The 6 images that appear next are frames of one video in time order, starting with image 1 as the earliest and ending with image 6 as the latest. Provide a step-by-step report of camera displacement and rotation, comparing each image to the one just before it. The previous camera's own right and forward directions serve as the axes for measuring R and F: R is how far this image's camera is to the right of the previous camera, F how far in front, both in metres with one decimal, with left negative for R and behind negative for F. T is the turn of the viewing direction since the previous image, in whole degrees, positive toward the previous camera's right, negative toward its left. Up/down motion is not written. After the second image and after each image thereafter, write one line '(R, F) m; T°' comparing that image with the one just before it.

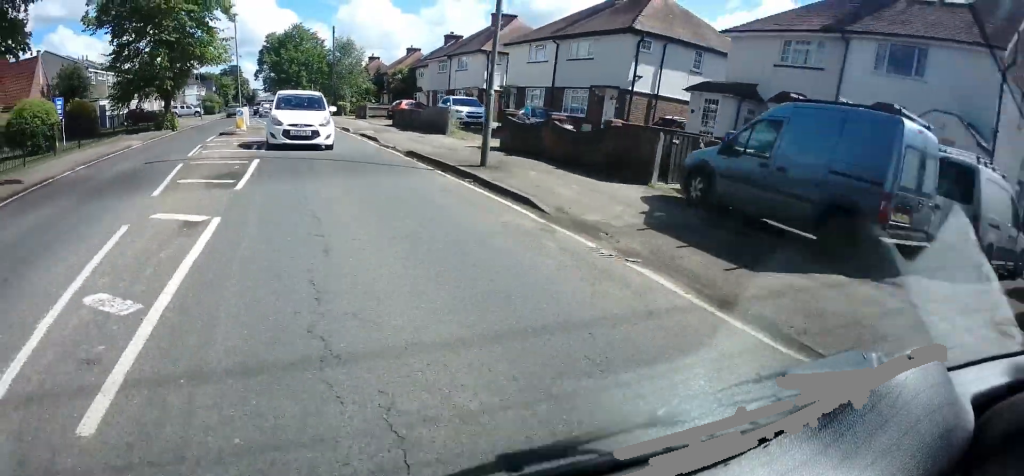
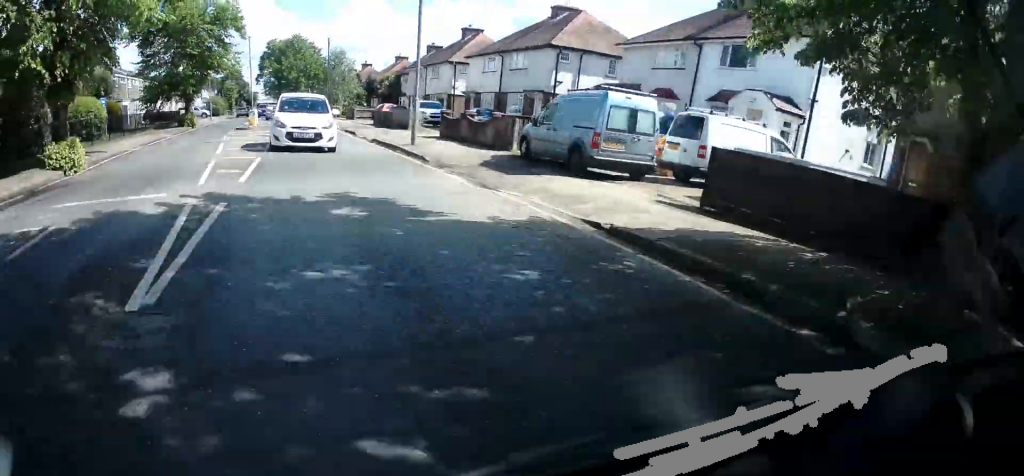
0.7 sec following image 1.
(+0.1, +7.0) m; 0°
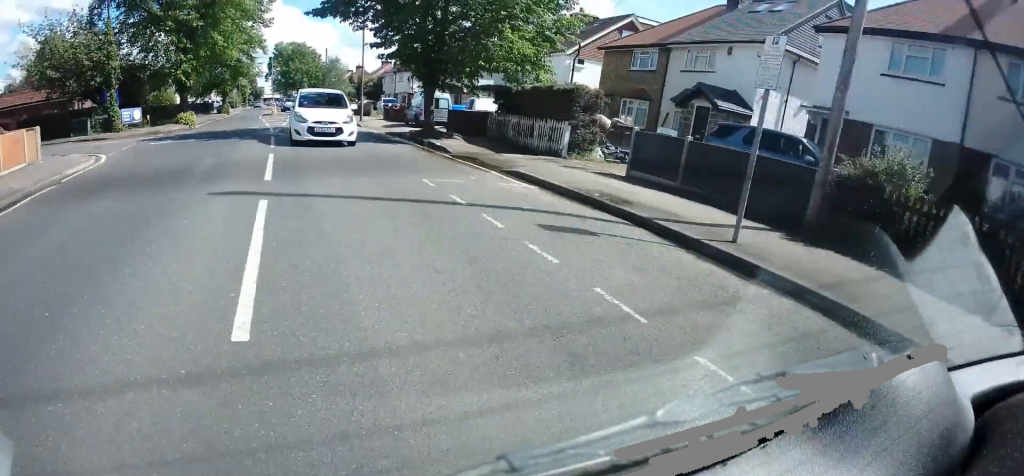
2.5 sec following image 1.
(-0.1, +18.2) m; 0°
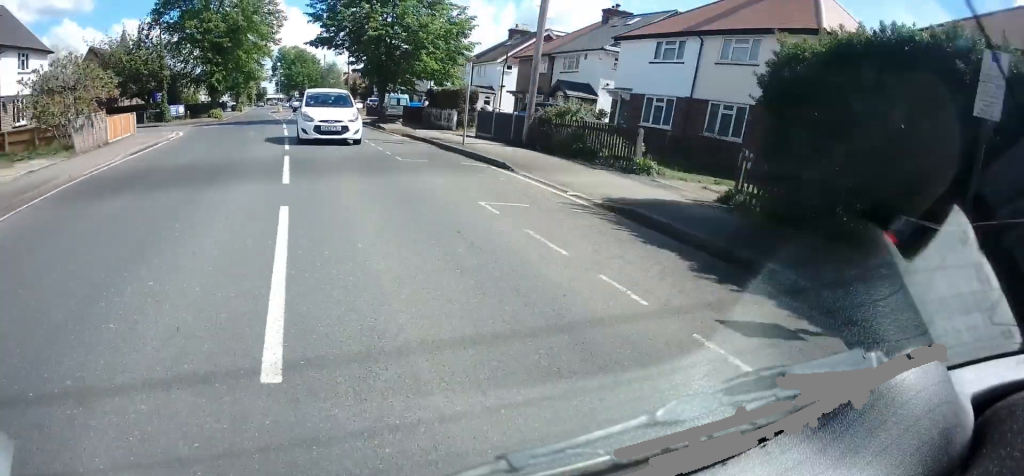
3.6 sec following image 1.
(0.0, +11.8) m; 0°
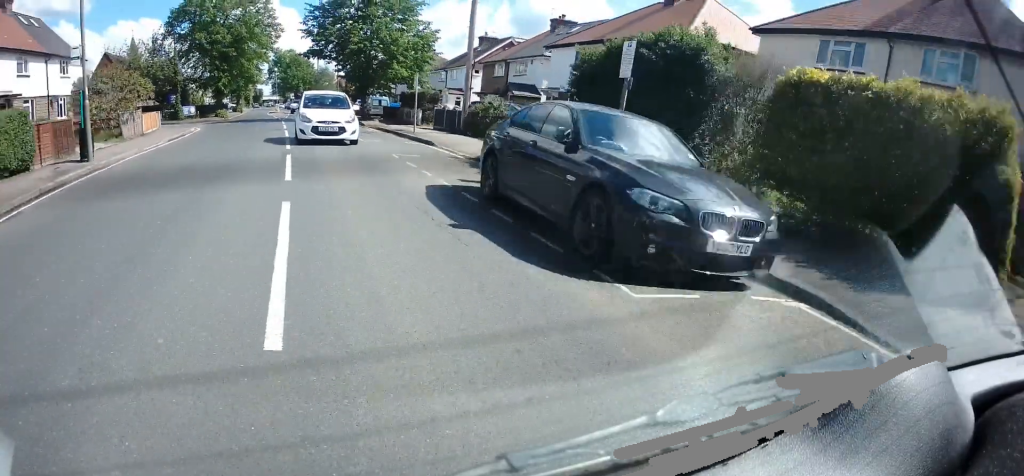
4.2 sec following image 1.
(0.0, +6.5) m; 0°
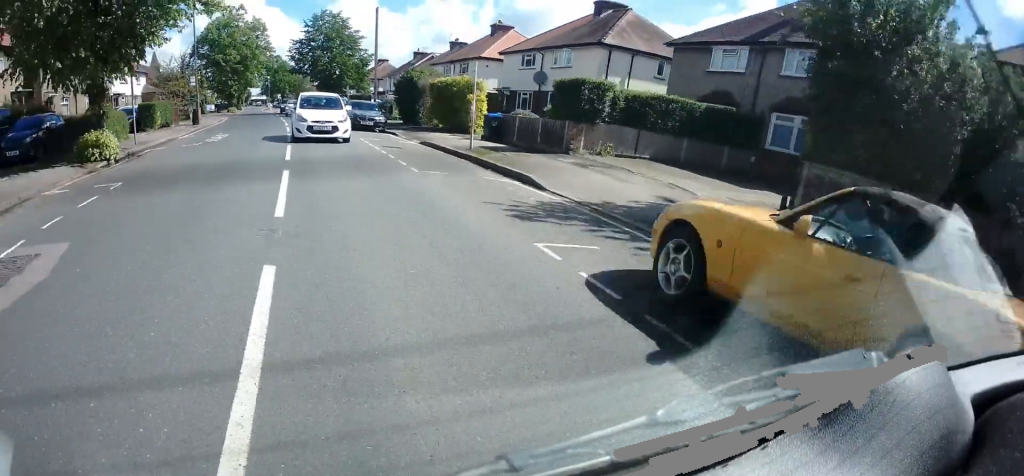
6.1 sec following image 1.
(0.0, +21.7) m; 0°
